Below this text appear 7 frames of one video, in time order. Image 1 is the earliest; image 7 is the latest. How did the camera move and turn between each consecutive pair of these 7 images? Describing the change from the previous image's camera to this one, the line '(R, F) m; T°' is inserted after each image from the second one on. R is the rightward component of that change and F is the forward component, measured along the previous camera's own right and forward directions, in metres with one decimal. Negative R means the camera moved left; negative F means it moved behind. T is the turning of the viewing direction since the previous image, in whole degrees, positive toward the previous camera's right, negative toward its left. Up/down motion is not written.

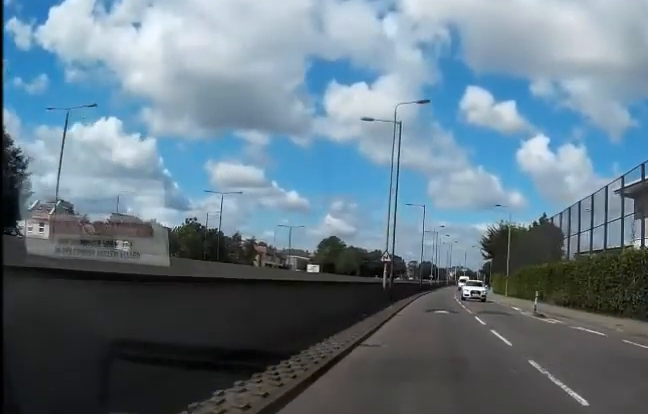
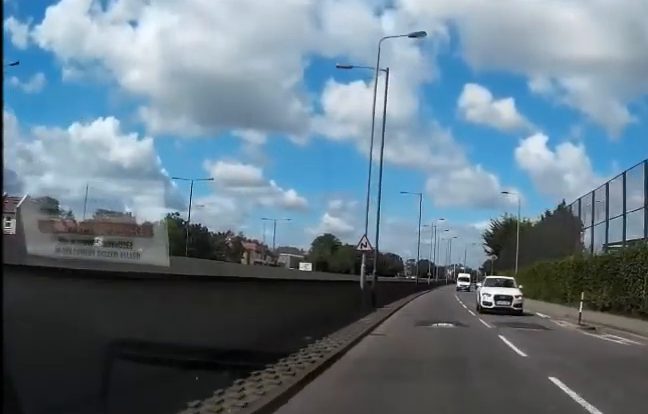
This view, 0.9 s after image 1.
(-0.1, +8.1) m; -1°
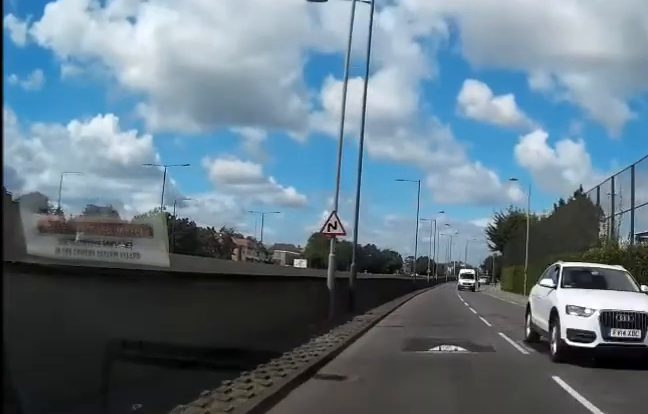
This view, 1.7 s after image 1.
(-0.1, +6.2) m; -1°
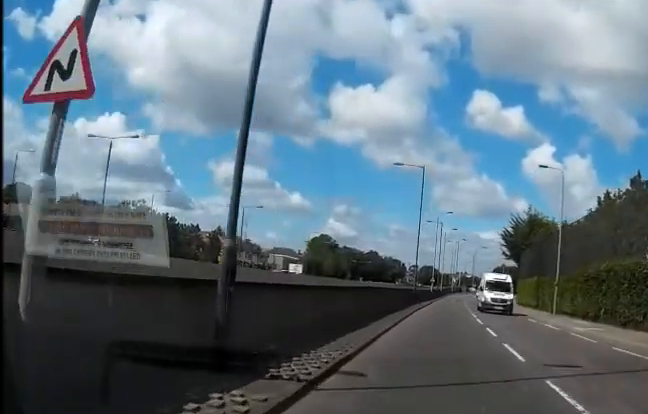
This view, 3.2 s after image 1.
(0.0, +11.8) m; +1°
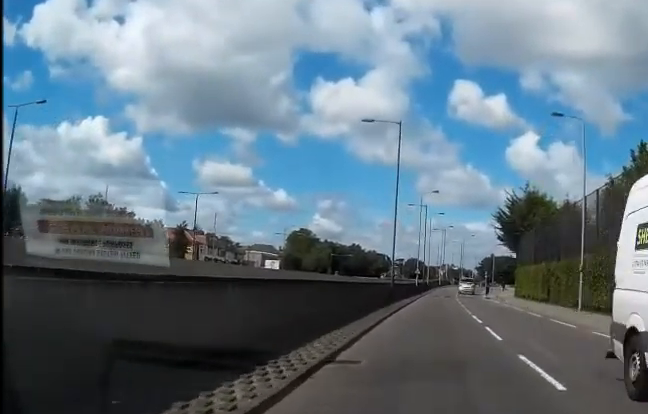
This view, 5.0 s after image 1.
(+0.2, +12.6) m; +1°
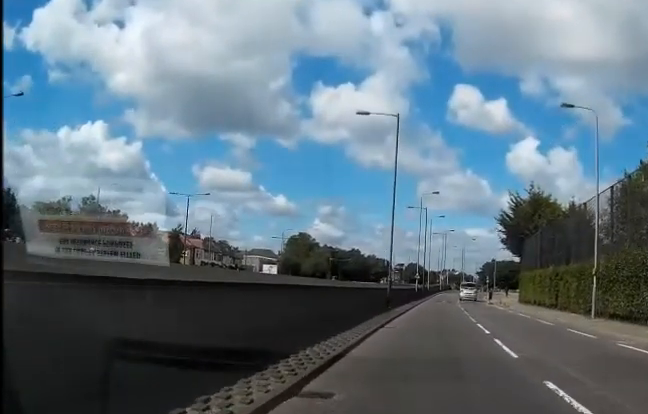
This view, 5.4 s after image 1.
(0.0, +2.9) m; 0°
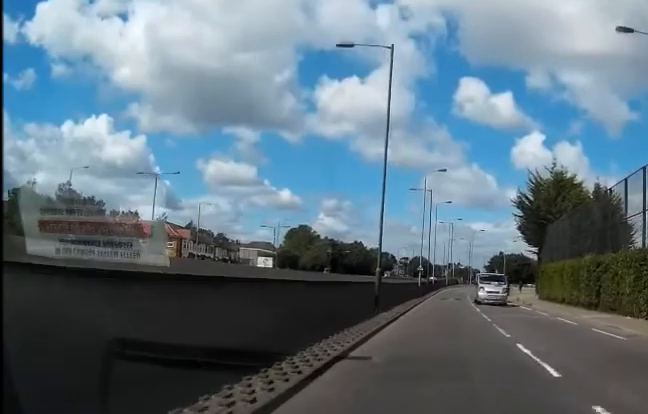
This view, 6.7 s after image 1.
(+0.1, +9.5) m; +2°
